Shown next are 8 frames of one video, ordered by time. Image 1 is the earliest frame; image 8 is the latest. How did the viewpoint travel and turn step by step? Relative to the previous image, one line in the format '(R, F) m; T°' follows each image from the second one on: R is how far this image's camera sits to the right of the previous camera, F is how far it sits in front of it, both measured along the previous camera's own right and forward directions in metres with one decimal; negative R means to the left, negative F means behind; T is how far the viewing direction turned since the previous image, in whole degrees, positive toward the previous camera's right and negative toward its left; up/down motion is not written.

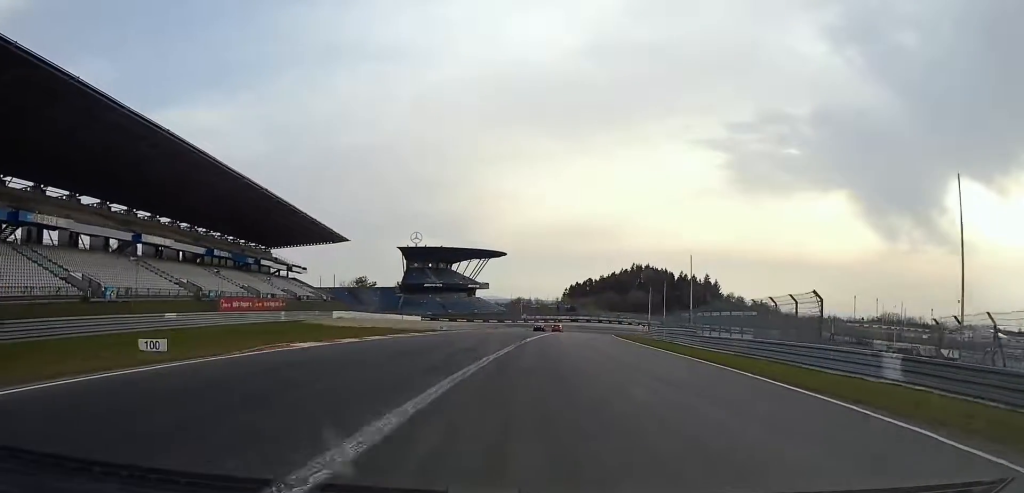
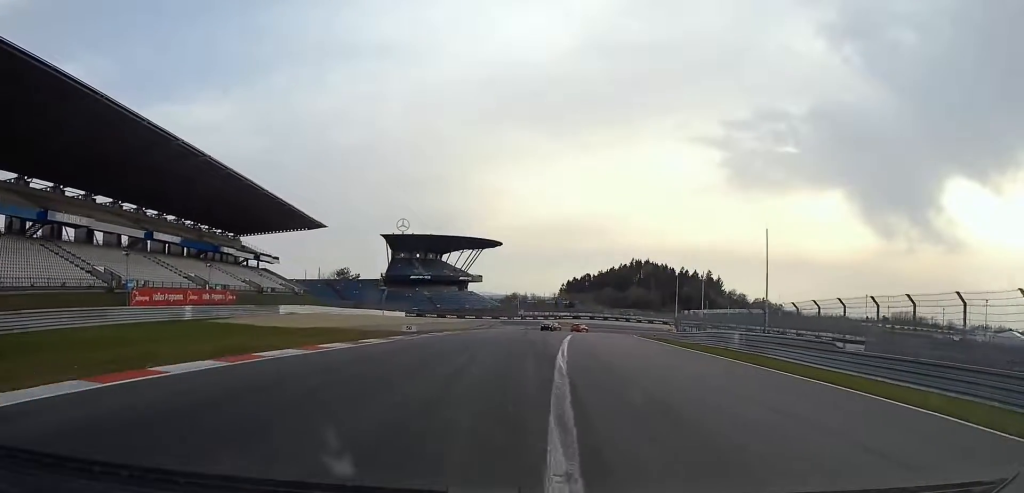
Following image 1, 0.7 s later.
(-0.1, +22.7) m; +1°
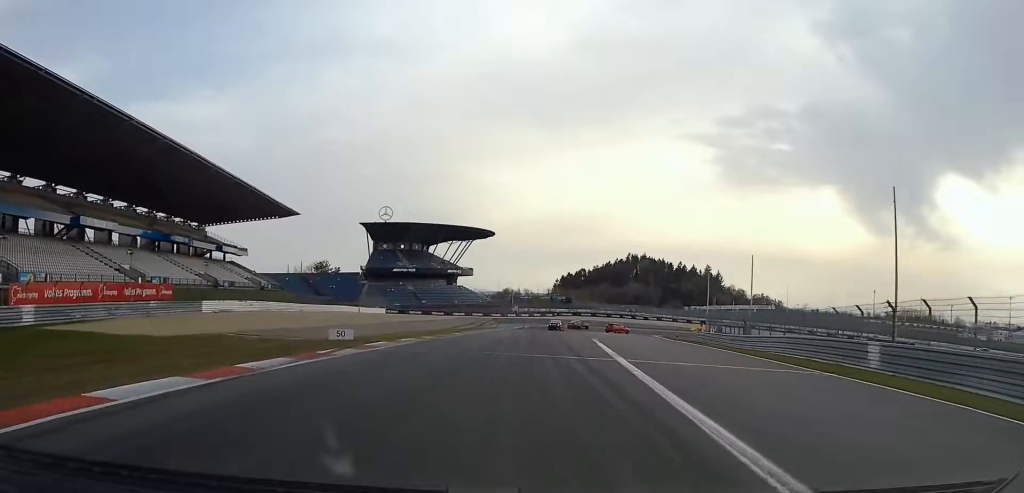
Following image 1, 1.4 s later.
(+0.4, +18.7) m; 0°
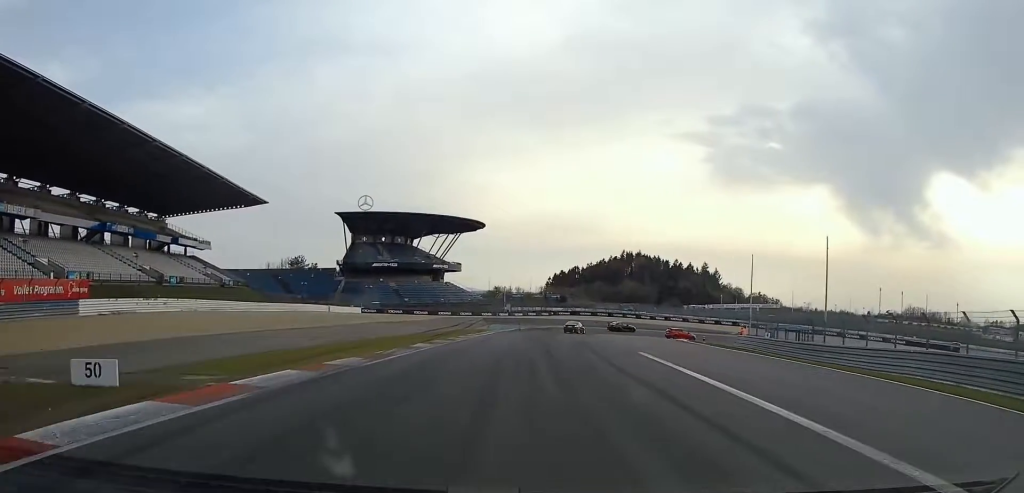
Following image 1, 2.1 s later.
(0.0, +17.8) m; 0°
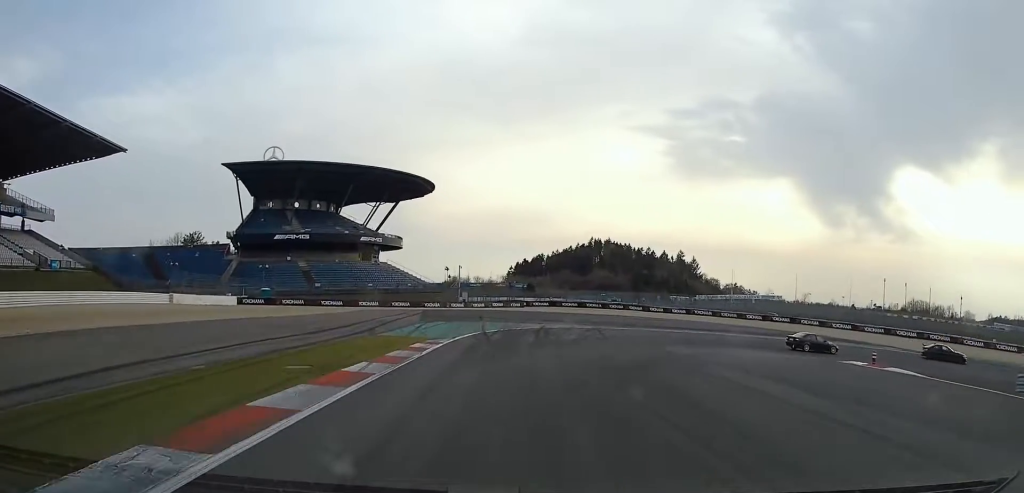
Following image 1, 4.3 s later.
(+0.9, +46.5) m; +4°
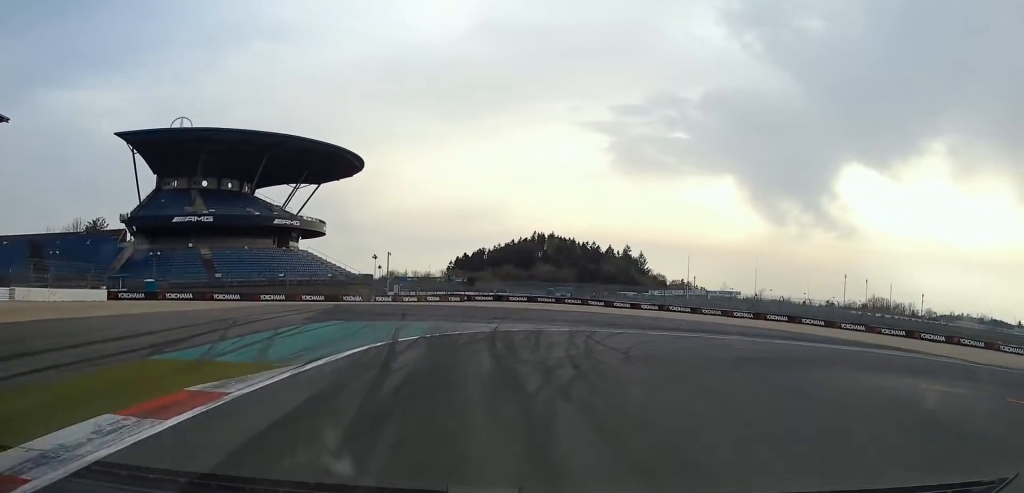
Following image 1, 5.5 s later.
(+0.6, +18.2) m; +12°
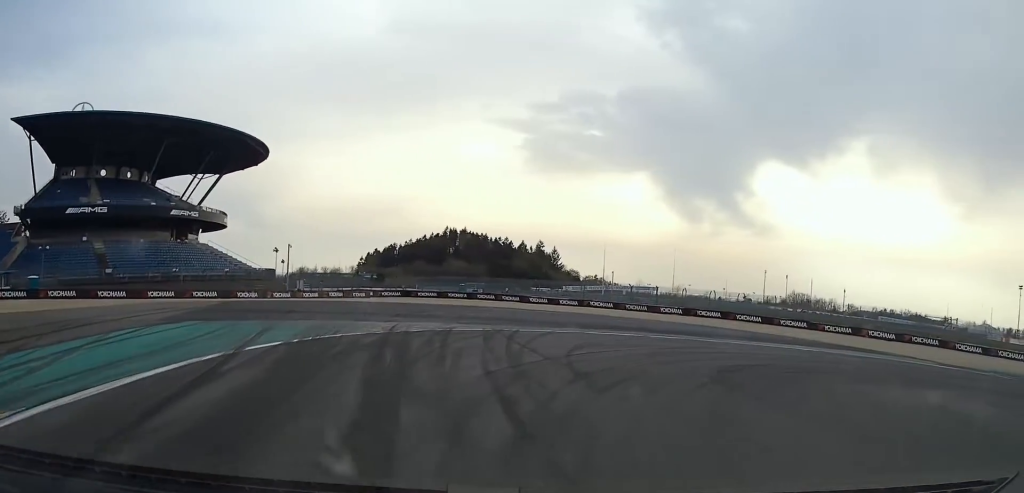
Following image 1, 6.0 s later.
(+0.7, +6.8) m; +11°
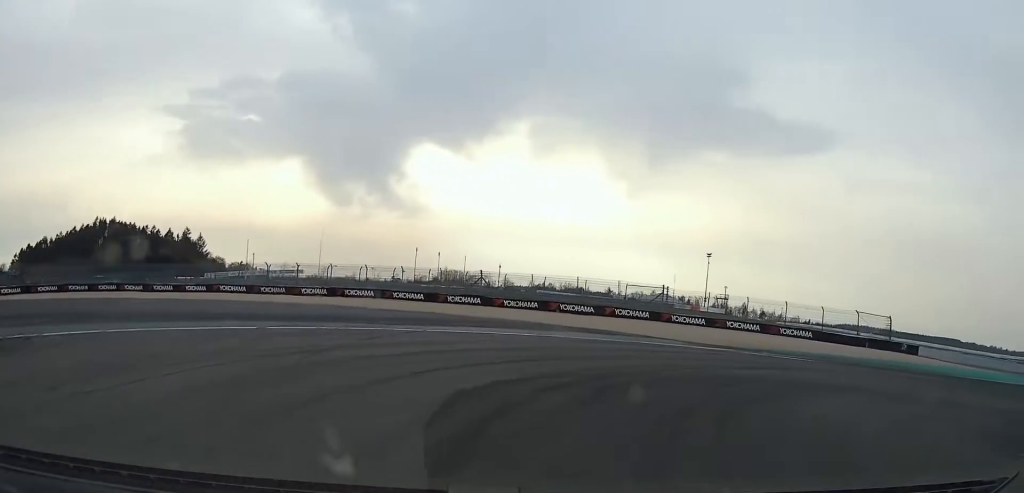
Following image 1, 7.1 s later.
(+3.3, +12.8) m; +31°
